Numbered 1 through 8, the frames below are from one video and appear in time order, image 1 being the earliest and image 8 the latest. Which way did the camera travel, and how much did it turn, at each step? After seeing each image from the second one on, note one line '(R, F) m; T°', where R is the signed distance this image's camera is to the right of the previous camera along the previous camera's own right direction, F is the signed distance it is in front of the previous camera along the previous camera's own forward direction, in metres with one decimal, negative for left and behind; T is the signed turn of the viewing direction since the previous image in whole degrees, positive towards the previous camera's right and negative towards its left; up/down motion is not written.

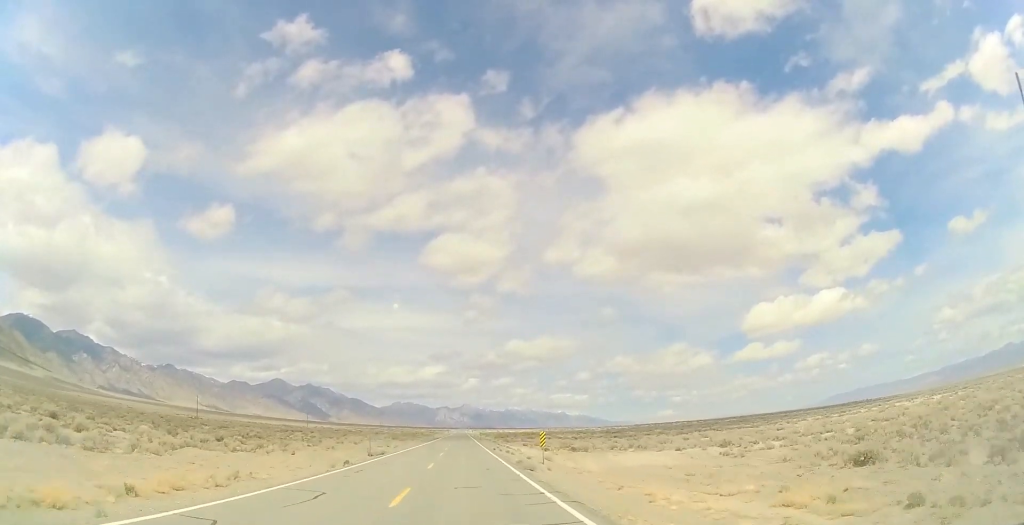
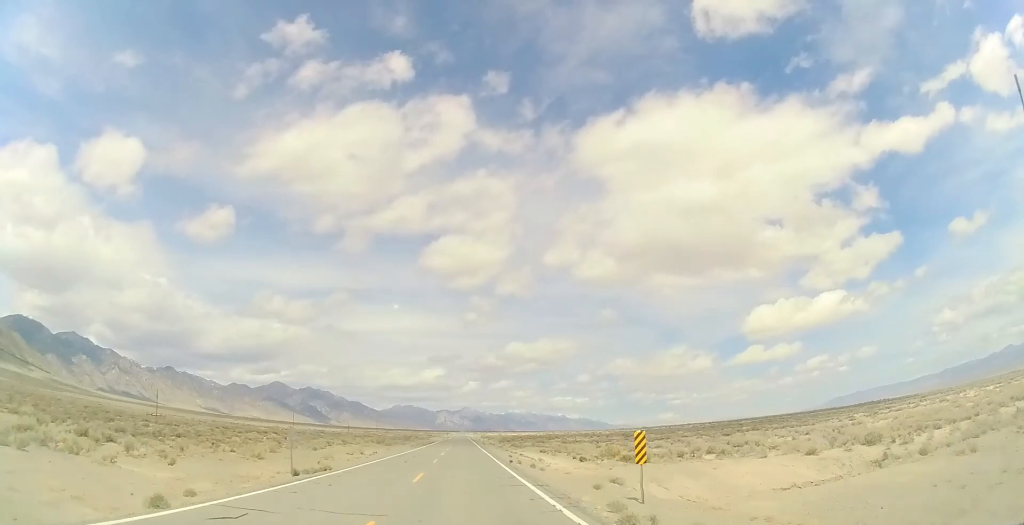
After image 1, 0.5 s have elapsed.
(0.0, +17.9) m; 0°
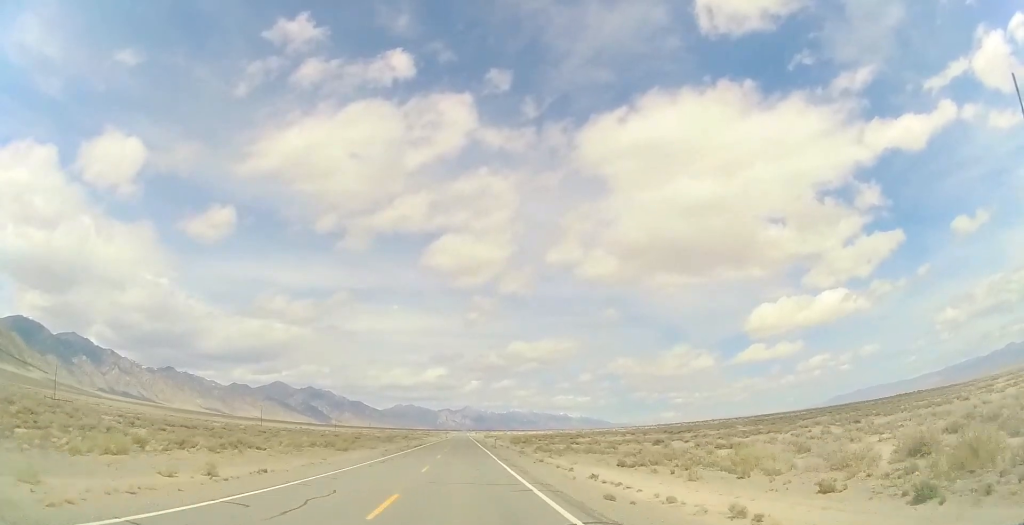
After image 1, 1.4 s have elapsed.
(0.0, +32.2) m; 0°
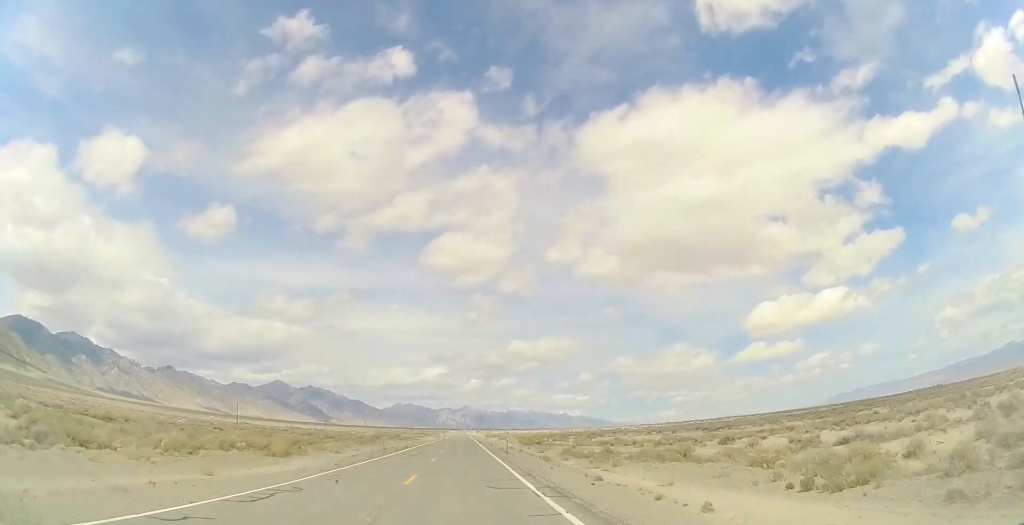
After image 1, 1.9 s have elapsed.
(0.0, +17.9) m; 0°
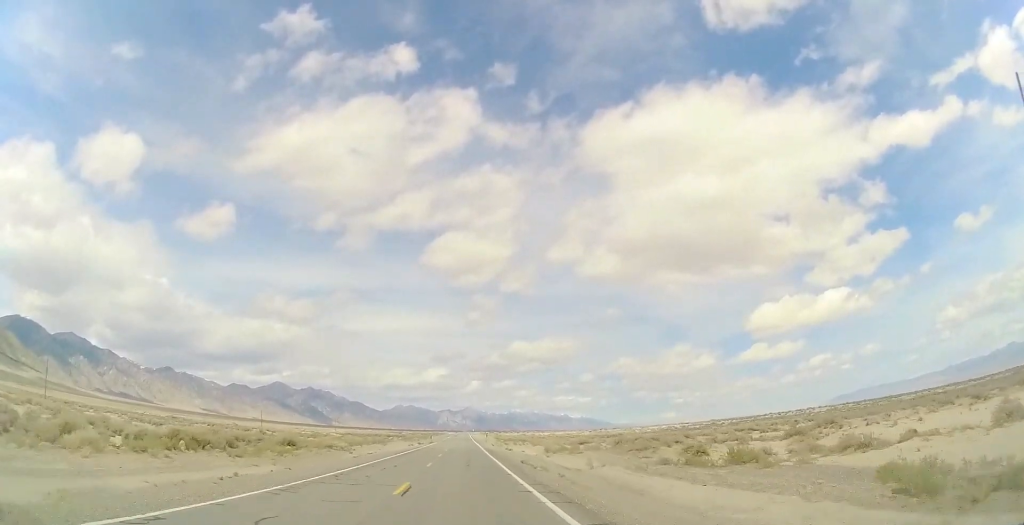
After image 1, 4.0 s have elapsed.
(-0.6, +75.0) m; 0°
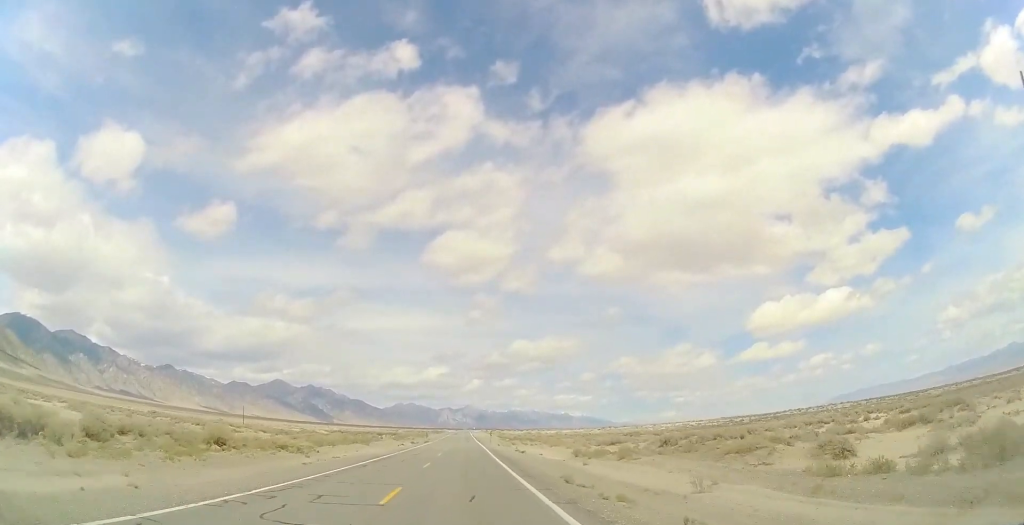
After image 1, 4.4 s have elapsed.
(+0.1, +14.3) m; 0°
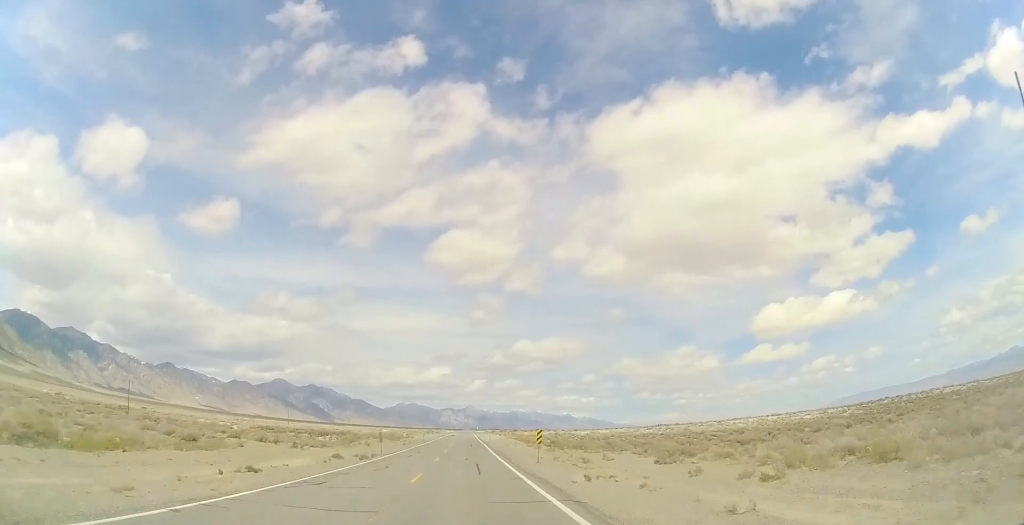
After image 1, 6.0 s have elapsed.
(+0.1, +55.8) m; 0°
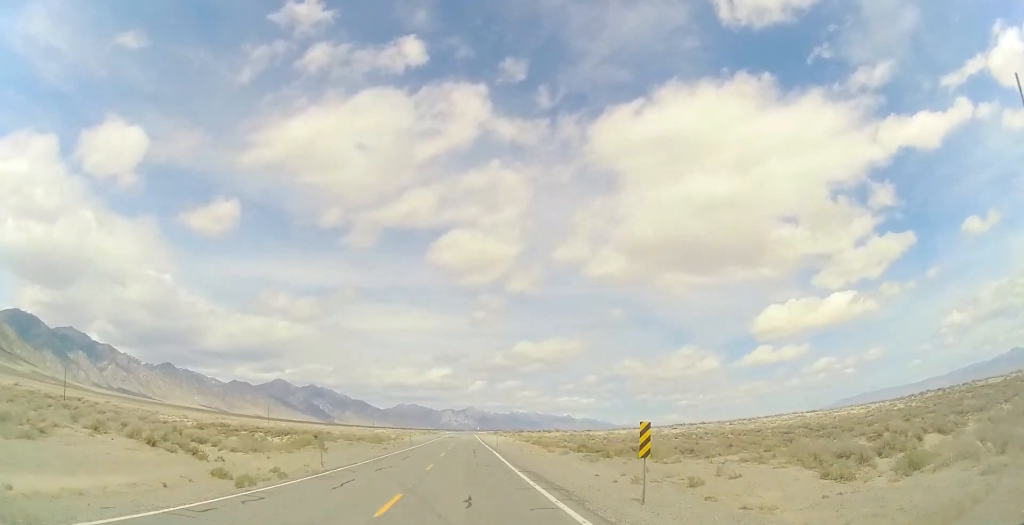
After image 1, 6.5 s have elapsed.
(+0.1, +18.9) m; 0°
